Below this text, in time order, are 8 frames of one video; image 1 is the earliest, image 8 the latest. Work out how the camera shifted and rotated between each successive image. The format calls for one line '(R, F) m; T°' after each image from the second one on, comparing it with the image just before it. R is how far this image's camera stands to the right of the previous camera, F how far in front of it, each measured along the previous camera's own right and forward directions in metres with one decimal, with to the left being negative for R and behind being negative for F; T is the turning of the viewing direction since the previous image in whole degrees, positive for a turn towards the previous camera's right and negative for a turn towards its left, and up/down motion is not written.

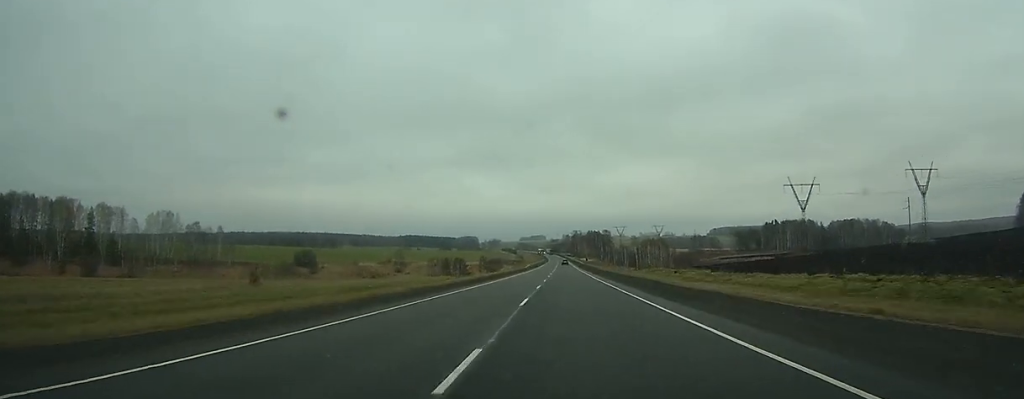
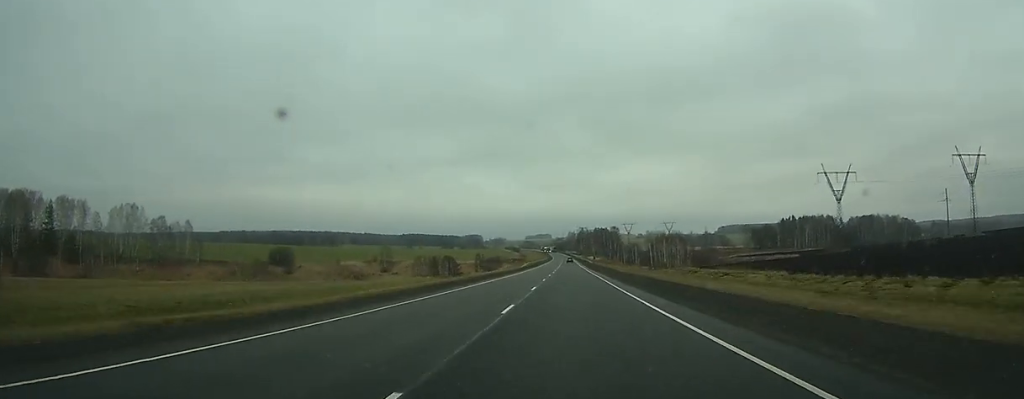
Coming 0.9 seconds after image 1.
(+0.1, +26.0) m; 0°
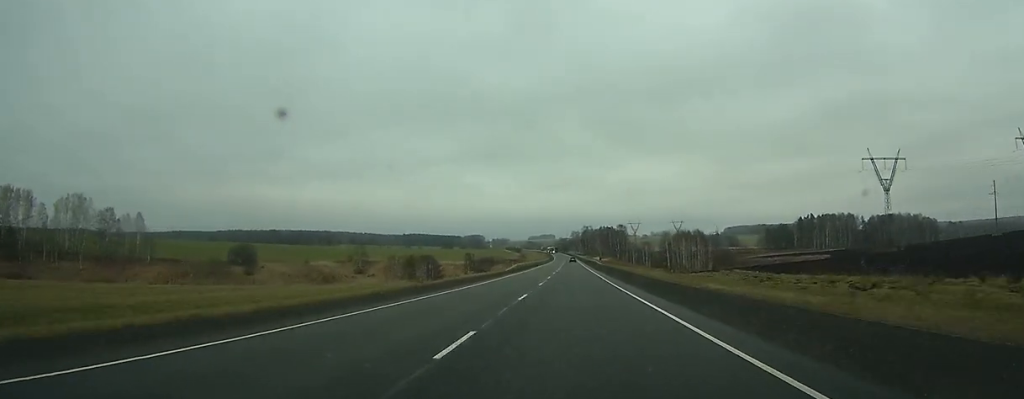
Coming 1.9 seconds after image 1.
(-0.2, +29.4) m; 0°
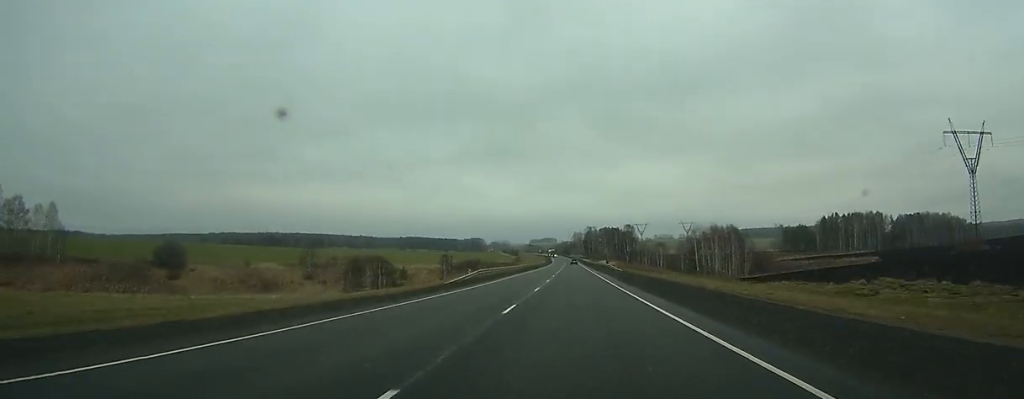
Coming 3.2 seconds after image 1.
(-0.2, +38.9) m; 0°
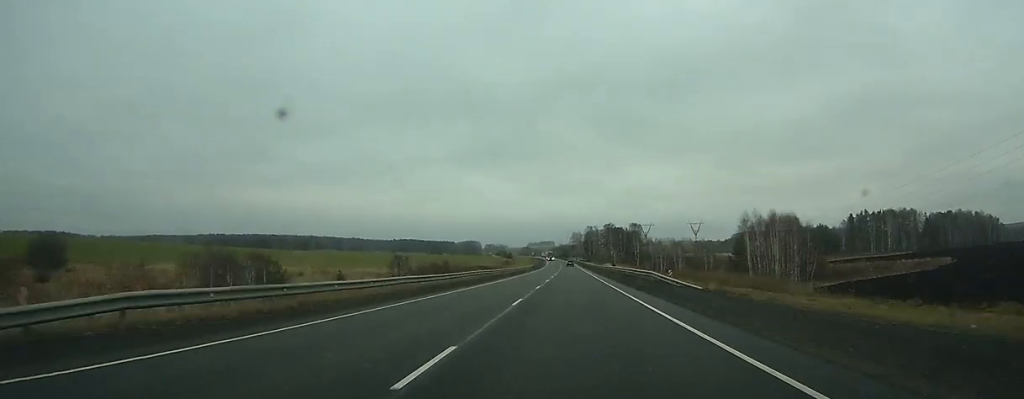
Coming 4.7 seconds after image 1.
(-0.1, +42.8) m; 0°
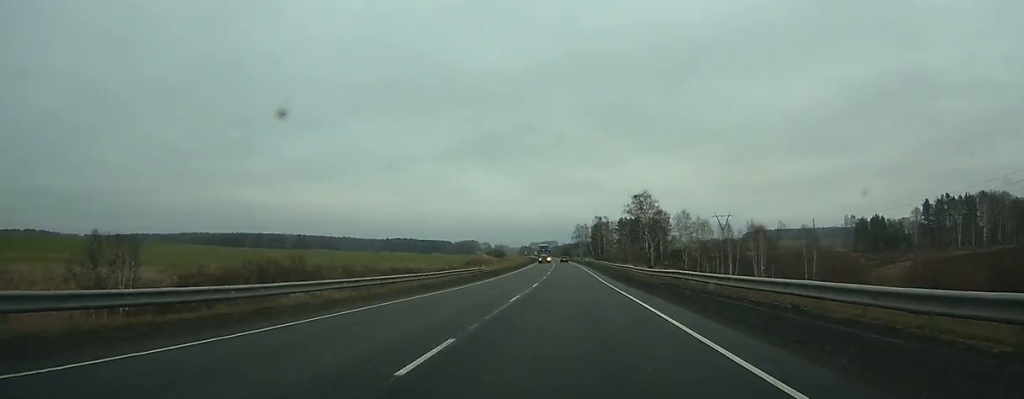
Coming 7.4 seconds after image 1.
(-0.3, +85.6) m; 0°
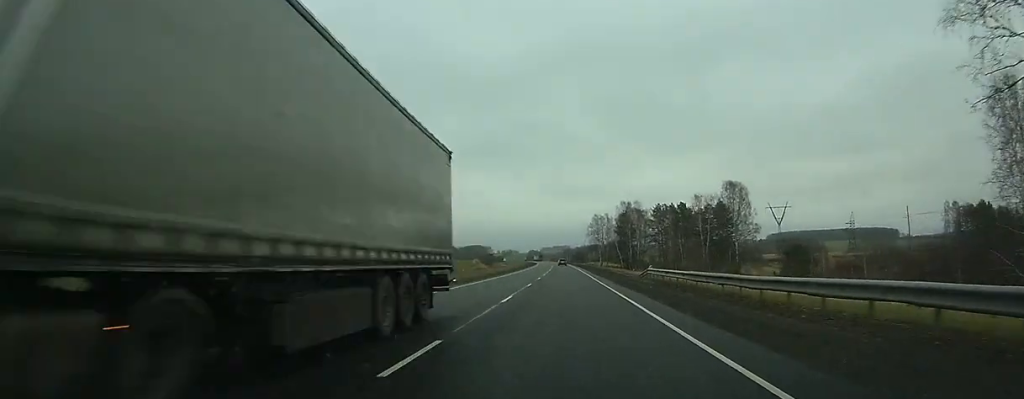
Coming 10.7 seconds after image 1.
(-0.8, +100.7) m; -1°
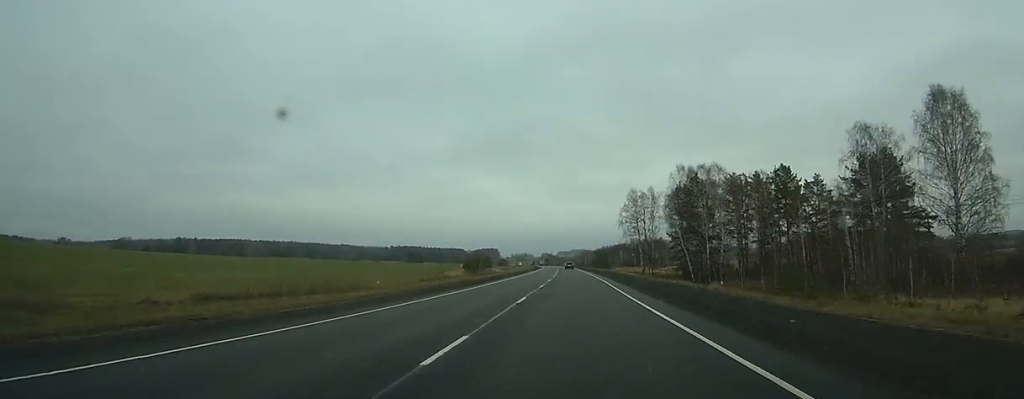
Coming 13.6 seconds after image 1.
(-1.2, +85.1) m; -1°
